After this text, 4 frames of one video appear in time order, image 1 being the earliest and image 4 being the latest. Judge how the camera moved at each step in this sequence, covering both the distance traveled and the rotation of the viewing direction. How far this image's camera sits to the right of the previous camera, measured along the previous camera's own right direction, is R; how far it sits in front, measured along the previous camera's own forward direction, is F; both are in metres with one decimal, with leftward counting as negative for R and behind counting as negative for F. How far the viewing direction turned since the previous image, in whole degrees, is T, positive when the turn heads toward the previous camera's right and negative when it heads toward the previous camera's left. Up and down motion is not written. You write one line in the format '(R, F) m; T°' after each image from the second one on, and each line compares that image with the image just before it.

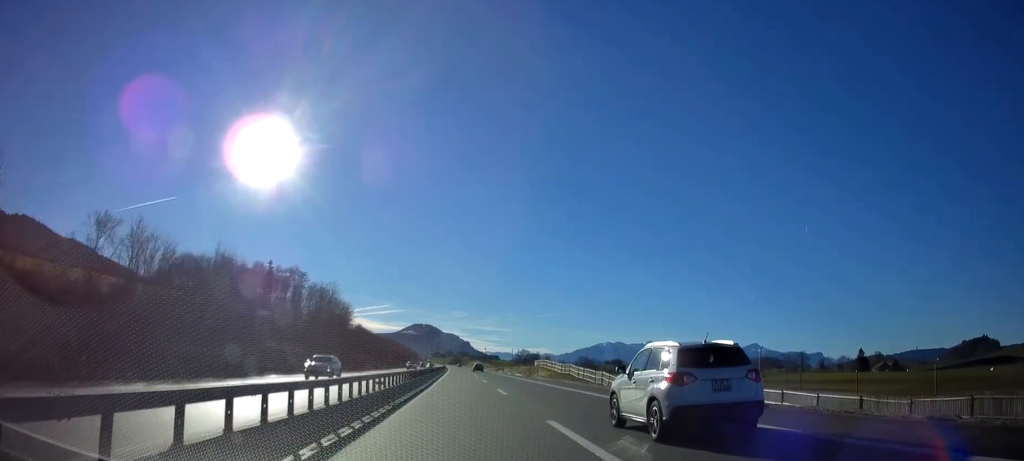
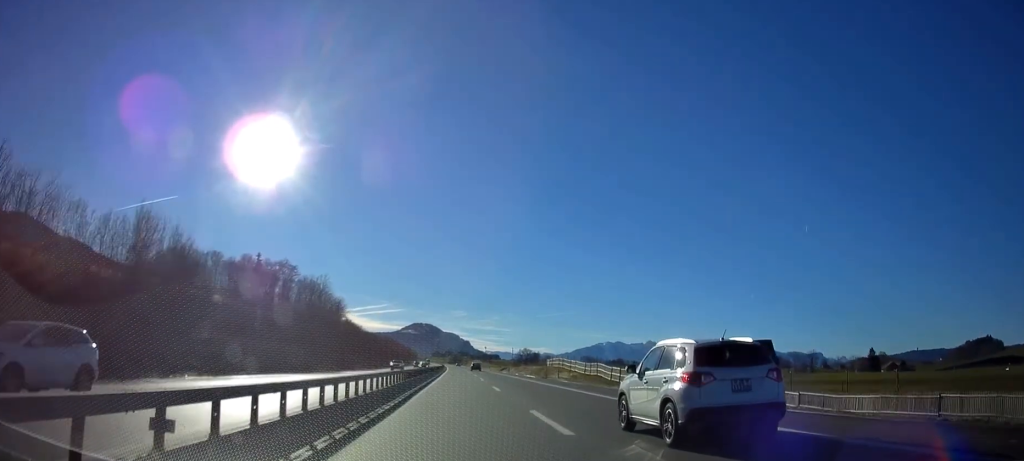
(0.0, +15.8) m; 0°
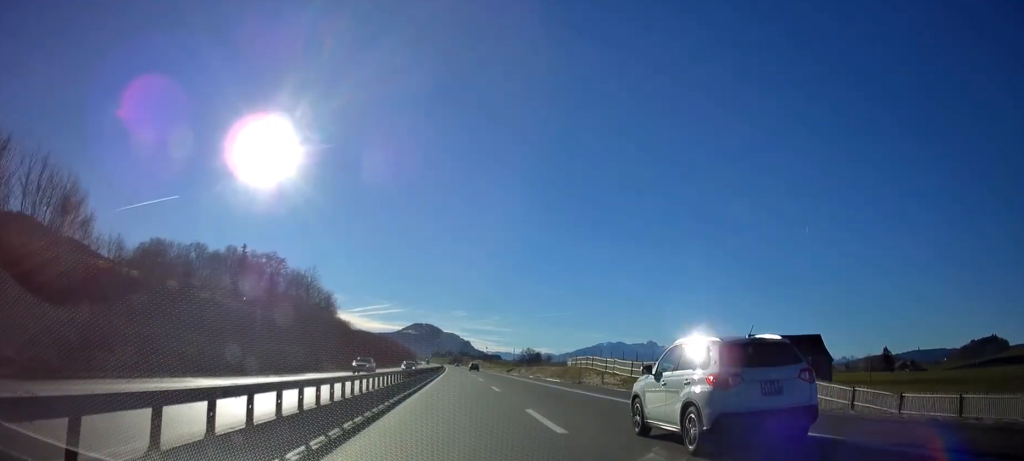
(0.0, +16.8) m; 0°
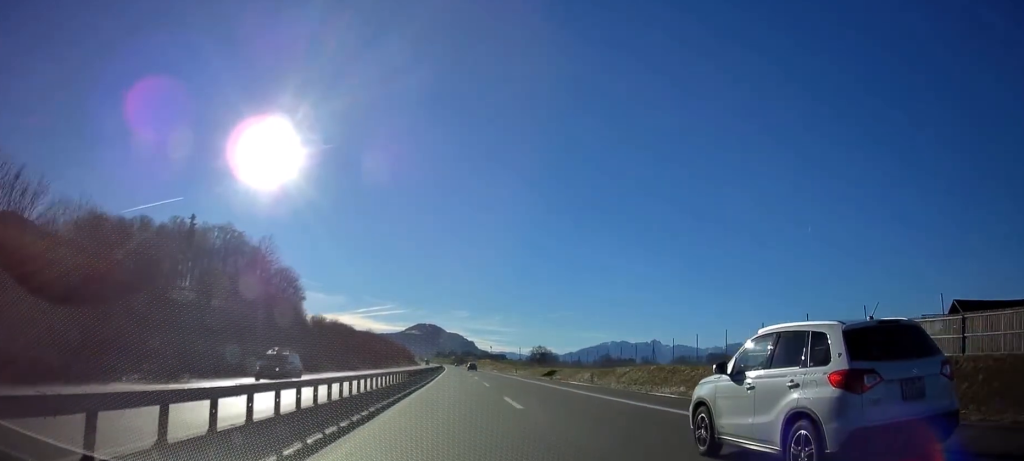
(-0.1, +47.2) m; -1°
